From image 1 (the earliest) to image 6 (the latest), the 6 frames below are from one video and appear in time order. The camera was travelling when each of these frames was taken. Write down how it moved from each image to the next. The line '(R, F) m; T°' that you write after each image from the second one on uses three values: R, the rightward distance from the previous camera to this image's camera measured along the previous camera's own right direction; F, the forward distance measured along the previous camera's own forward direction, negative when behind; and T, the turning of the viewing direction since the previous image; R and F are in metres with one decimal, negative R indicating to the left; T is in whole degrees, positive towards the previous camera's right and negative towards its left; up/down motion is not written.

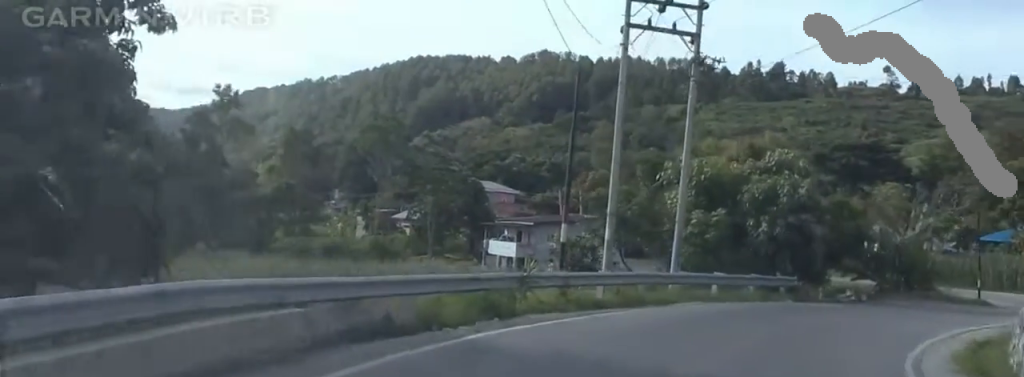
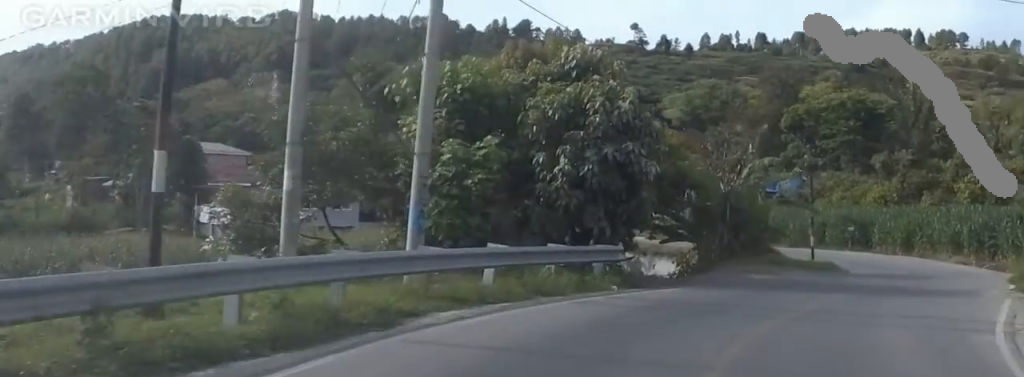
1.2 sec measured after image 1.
(+1.0, +12.2) m; +7°
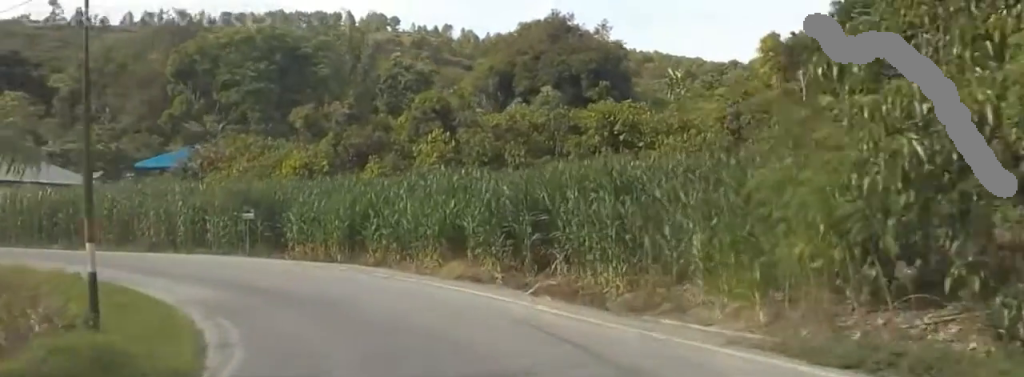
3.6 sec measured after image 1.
(+5.0, +25.1) m; +21°
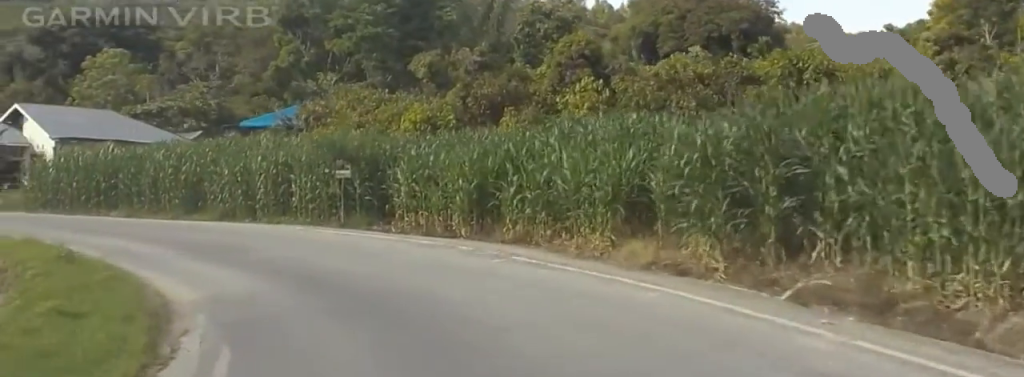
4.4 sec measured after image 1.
(0.0, +8.7) m; -6°
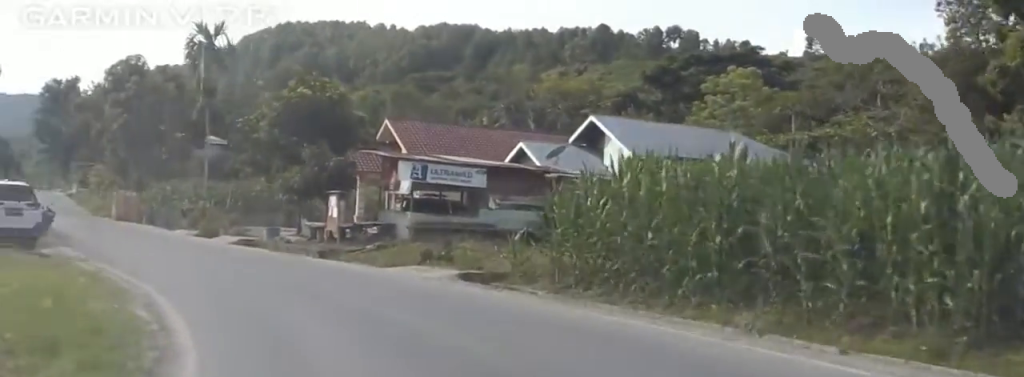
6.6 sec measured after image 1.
(-6.4, +22.5) m; -37°
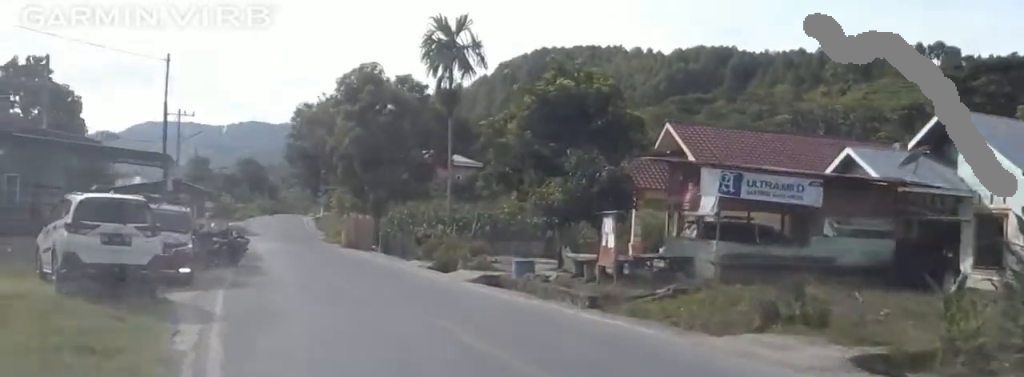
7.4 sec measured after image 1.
(-1.7, +9.3) m; -14°
